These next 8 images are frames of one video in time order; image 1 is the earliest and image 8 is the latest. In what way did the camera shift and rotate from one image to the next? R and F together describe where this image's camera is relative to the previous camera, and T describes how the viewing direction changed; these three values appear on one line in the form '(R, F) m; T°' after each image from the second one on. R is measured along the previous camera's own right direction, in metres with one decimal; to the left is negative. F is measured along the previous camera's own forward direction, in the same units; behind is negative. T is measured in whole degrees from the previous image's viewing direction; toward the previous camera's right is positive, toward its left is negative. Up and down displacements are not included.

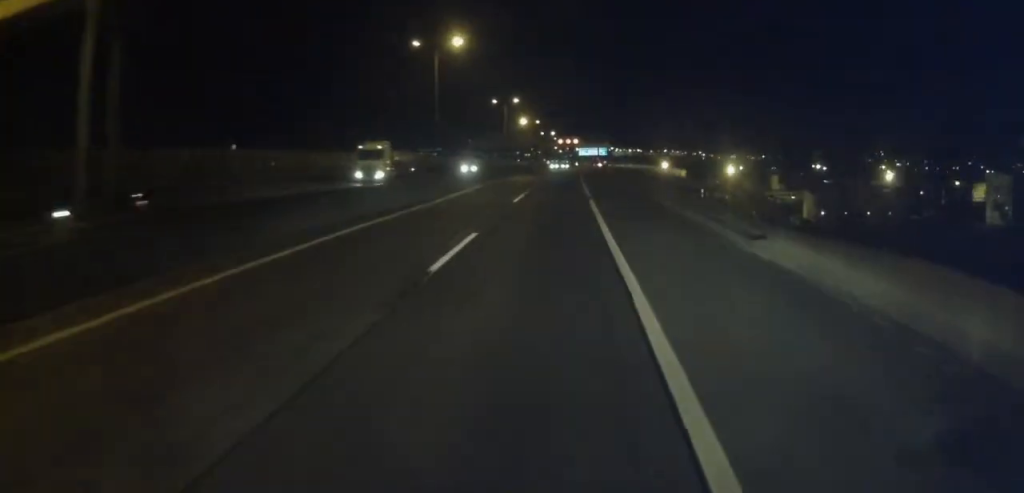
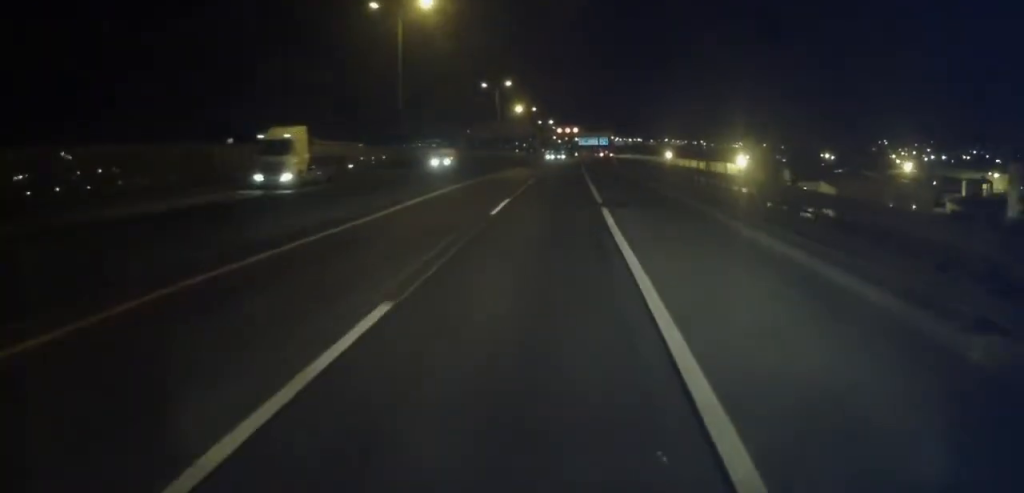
(0.0, +9.1) m; 0°
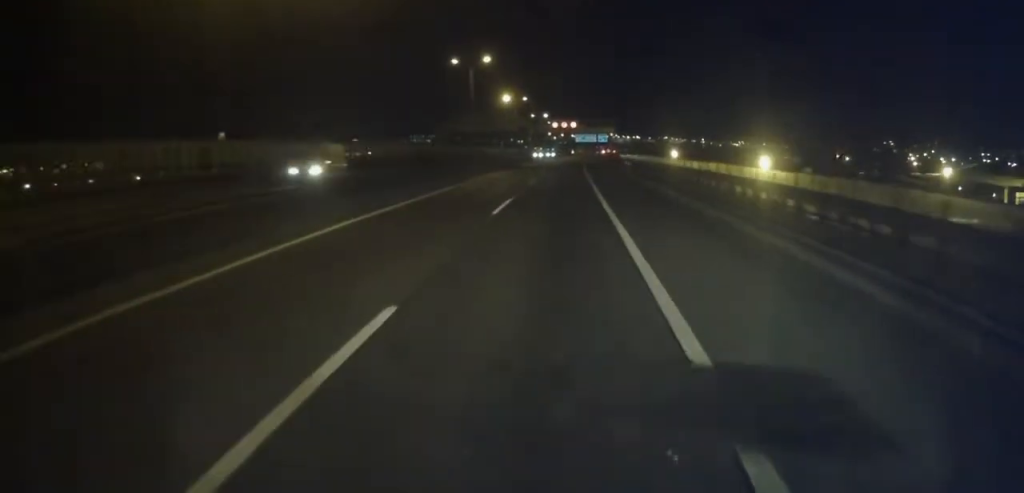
(0.0, +18.0) m; 0°
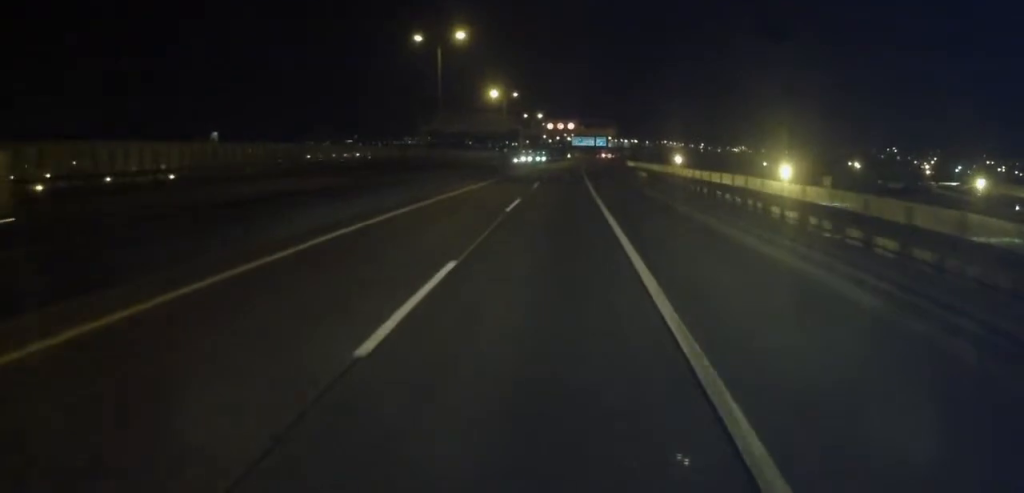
(0.0, +13.4) m; 0°
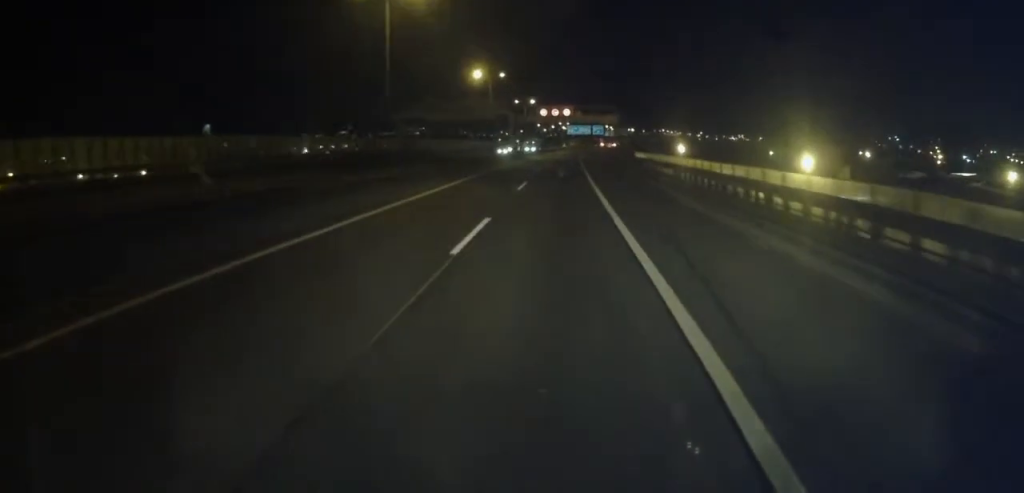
(-0.2, +11.8) m; +1°
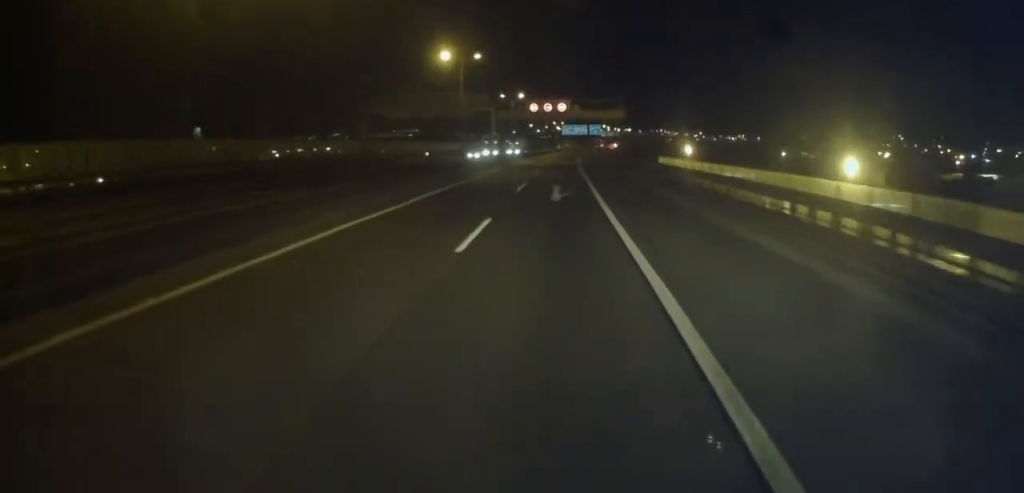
(+0.5, +17.6) m; +1°
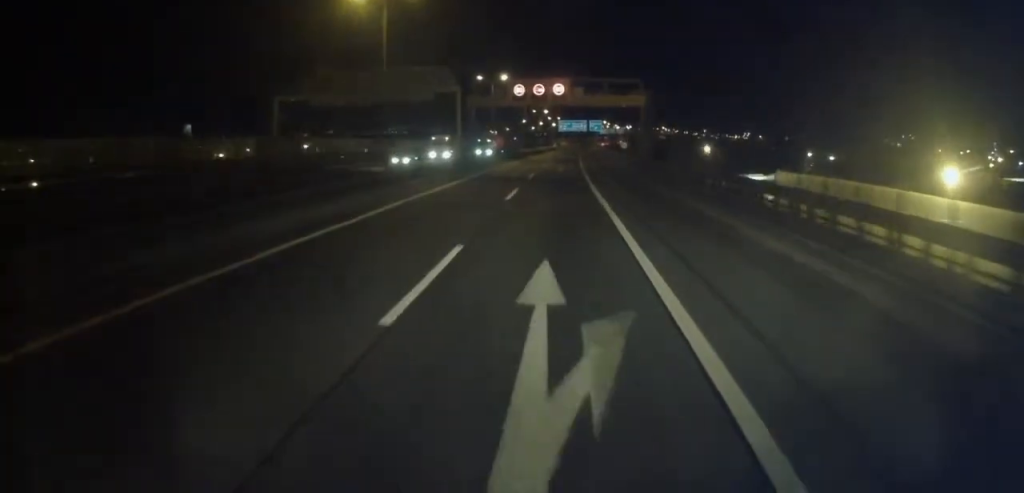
(-0.1, +24.9) m; 0°
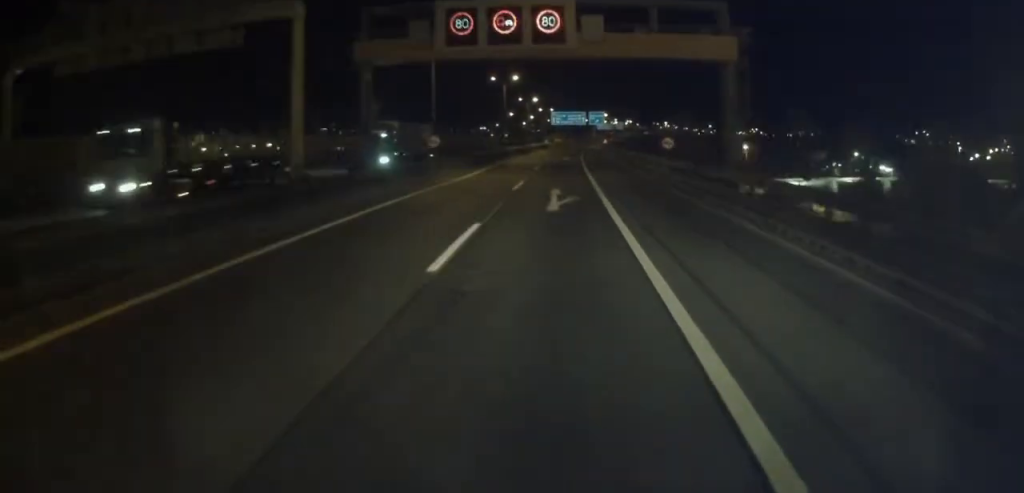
(+0.1, +32.9) m; 0°
